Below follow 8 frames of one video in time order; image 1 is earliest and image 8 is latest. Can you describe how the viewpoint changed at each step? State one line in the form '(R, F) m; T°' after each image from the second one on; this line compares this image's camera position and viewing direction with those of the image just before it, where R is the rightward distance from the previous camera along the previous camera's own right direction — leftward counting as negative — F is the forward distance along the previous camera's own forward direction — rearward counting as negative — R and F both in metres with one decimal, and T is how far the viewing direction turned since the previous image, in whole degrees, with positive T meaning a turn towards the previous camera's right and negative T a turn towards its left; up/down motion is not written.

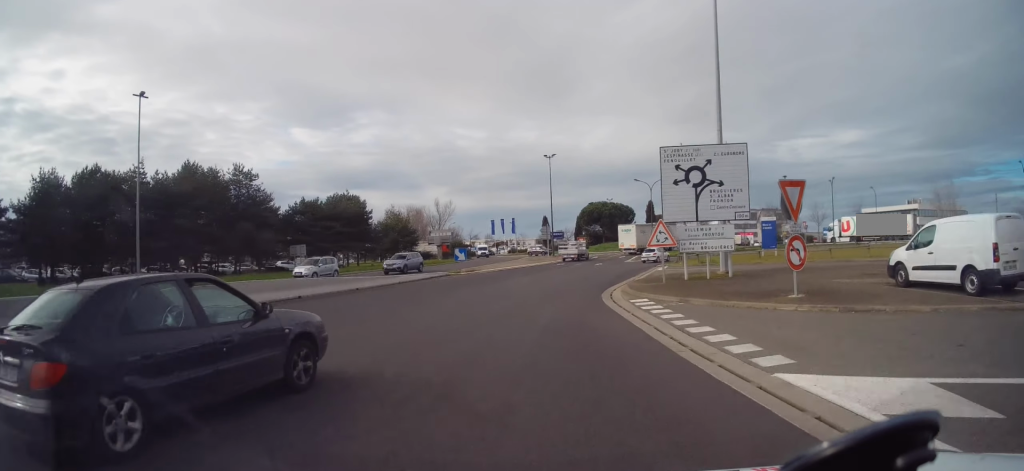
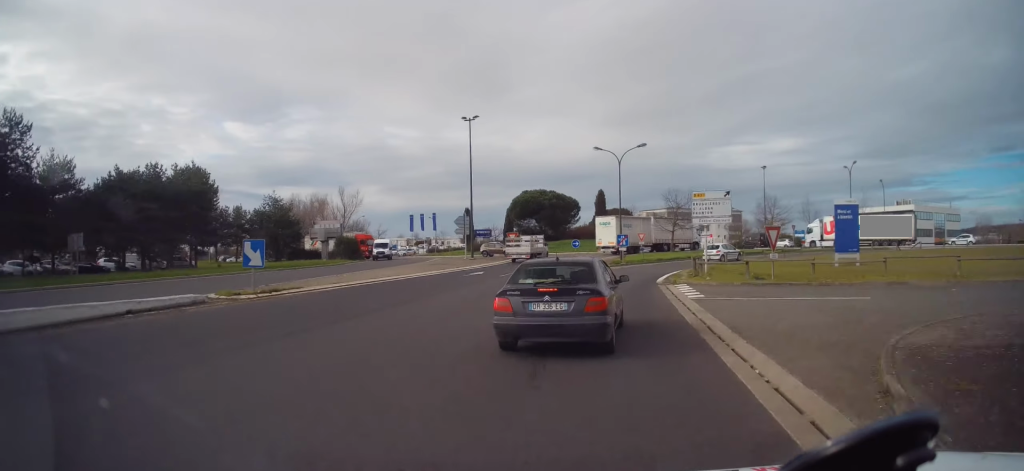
(+0.6, +20.8) m; +8°
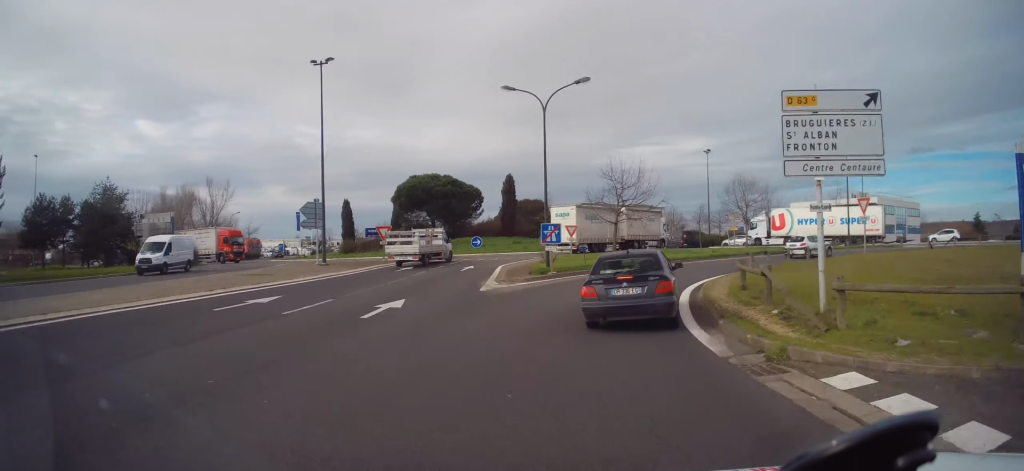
(+1.8, +16.0) m; +13°
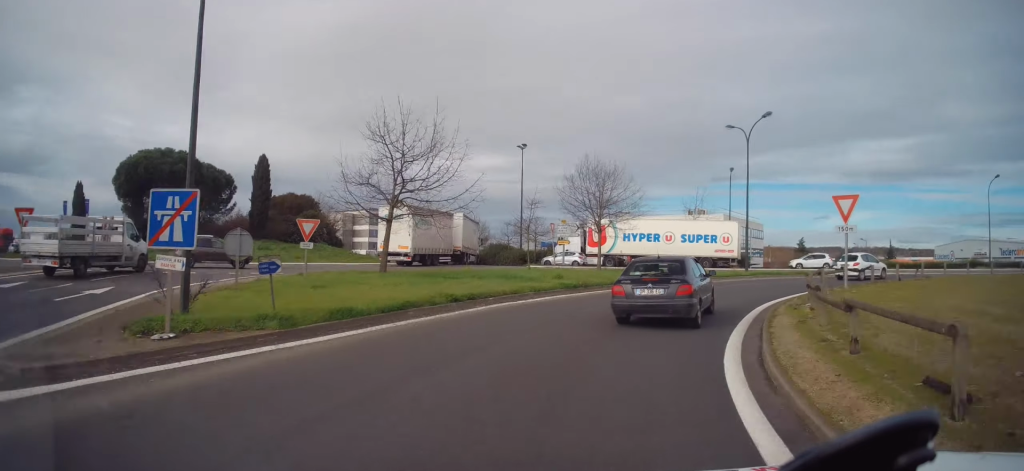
(+2.7, +14.9) m; +22°
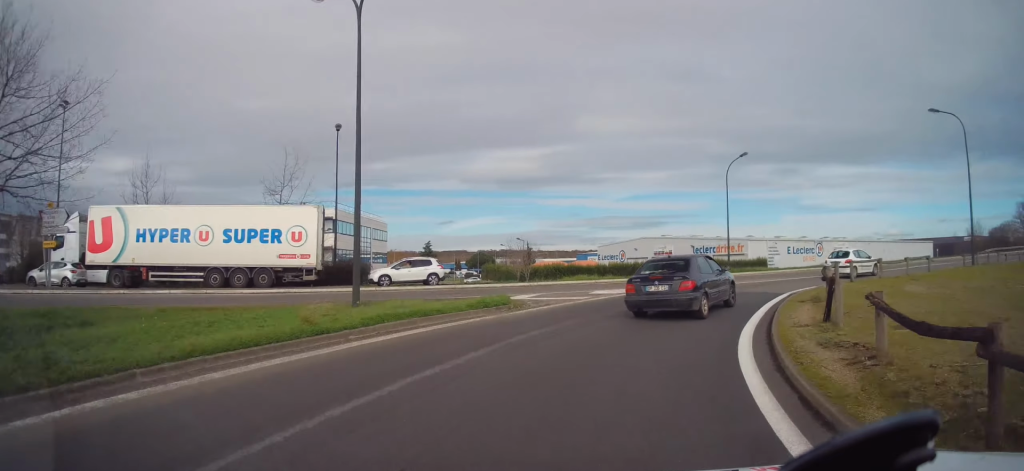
(+5.4, +17.4) m; +38°
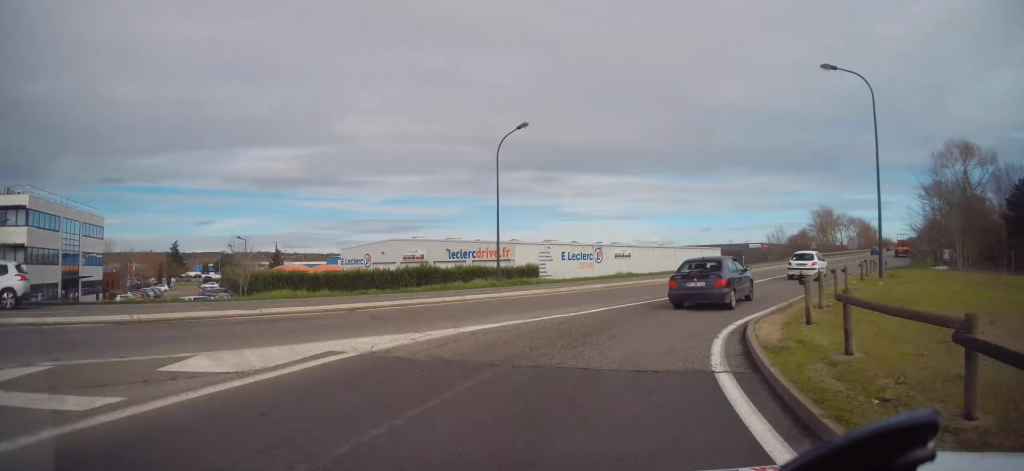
(+2.5, +11.0) m; +23°
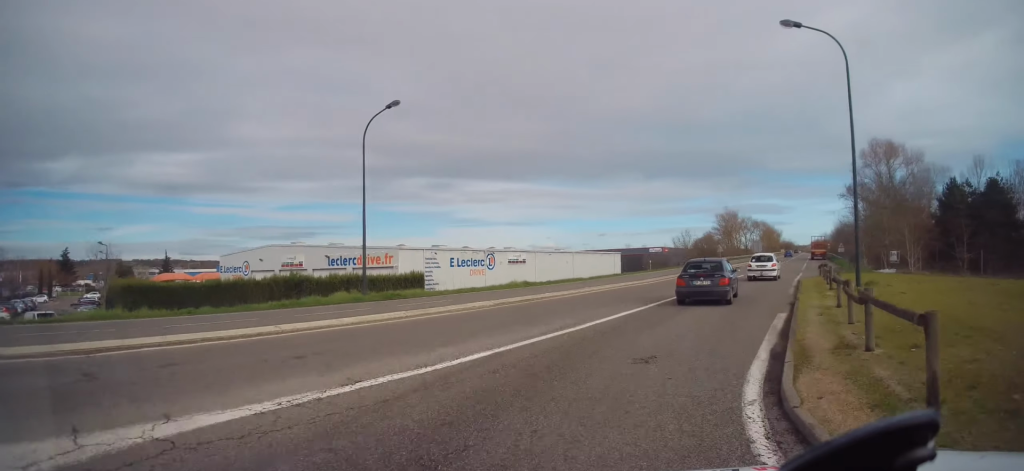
(+0.5, +5.7) m; +11°
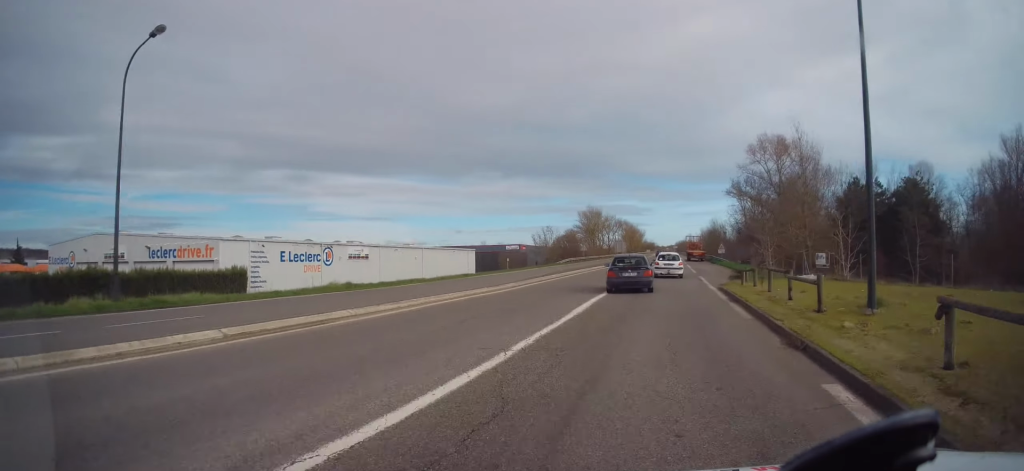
(+1.0, +7.8) m; +13°
